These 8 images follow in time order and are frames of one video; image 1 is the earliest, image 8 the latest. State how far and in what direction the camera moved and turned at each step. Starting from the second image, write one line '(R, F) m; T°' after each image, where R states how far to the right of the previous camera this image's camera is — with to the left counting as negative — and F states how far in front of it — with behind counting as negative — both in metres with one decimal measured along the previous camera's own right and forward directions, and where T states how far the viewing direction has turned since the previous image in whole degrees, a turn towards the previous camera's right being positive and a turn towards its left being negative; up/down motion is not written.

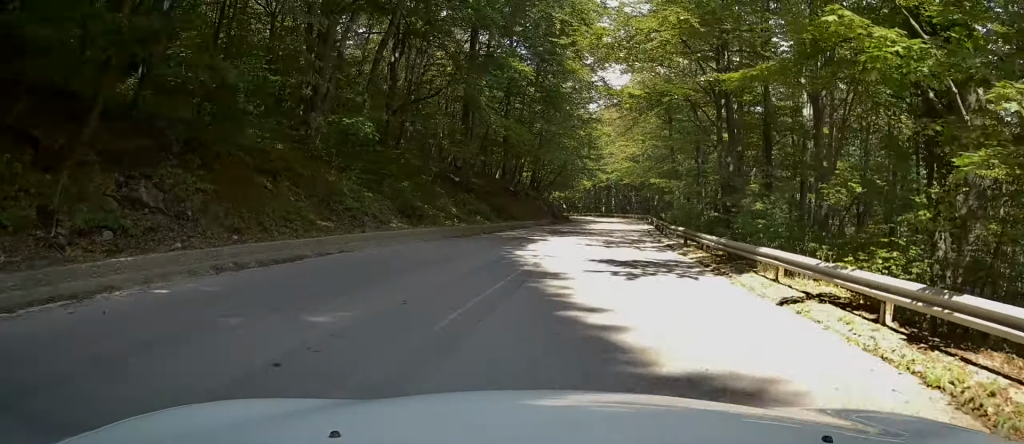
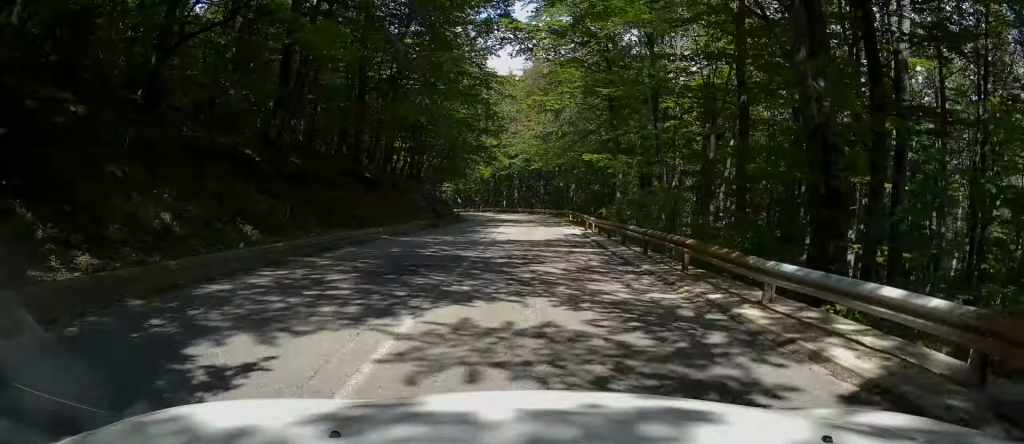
(+3.3, +17.2) m; +12°
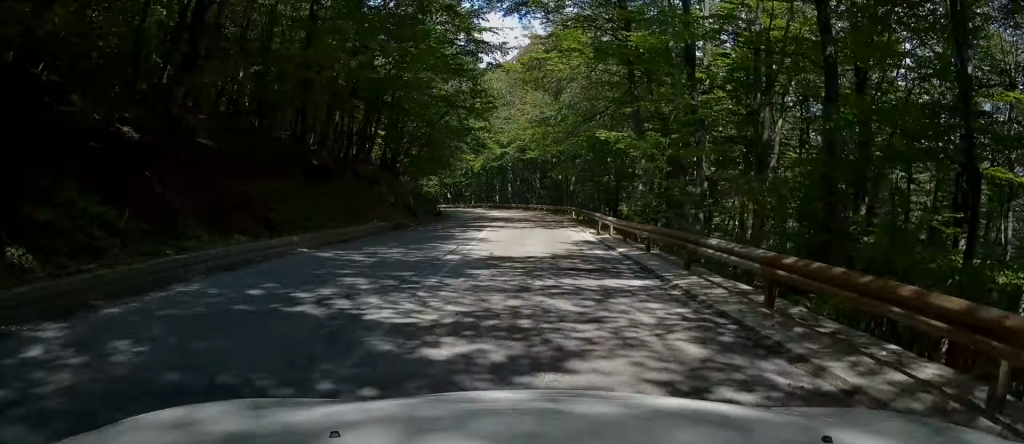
(+0.1, +7.9) m; +1°
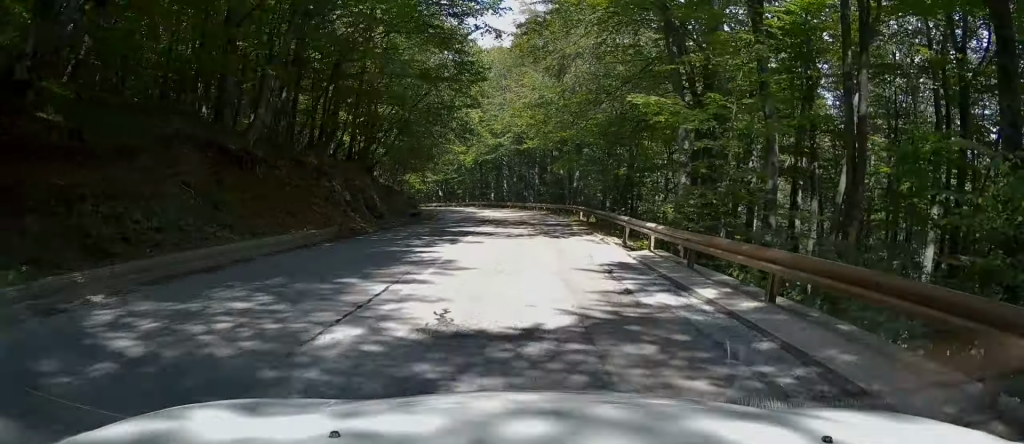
(0.0, +7.3) m; 0°
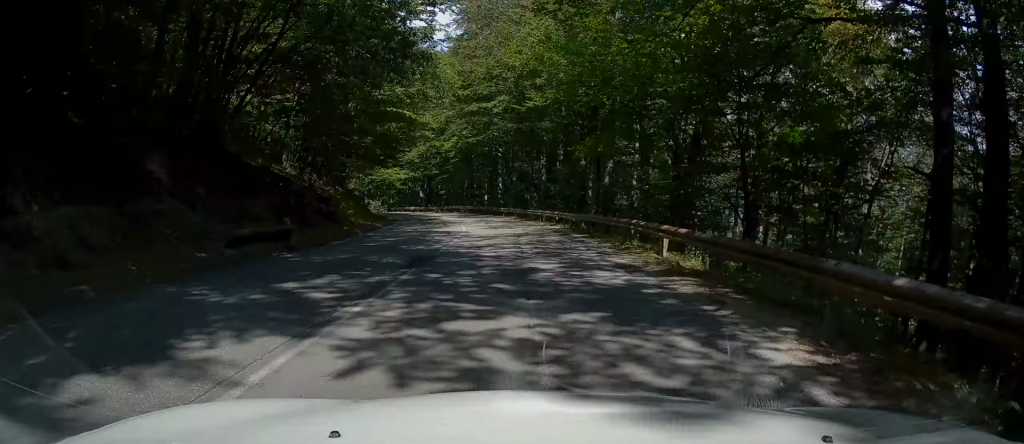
(0.0, +19.5) m; -1°
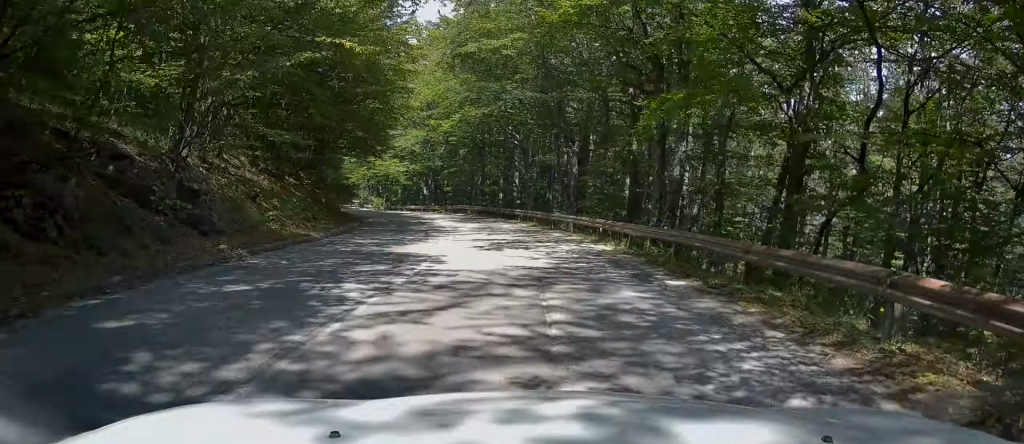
(-0.2, +11.8) m; -2°
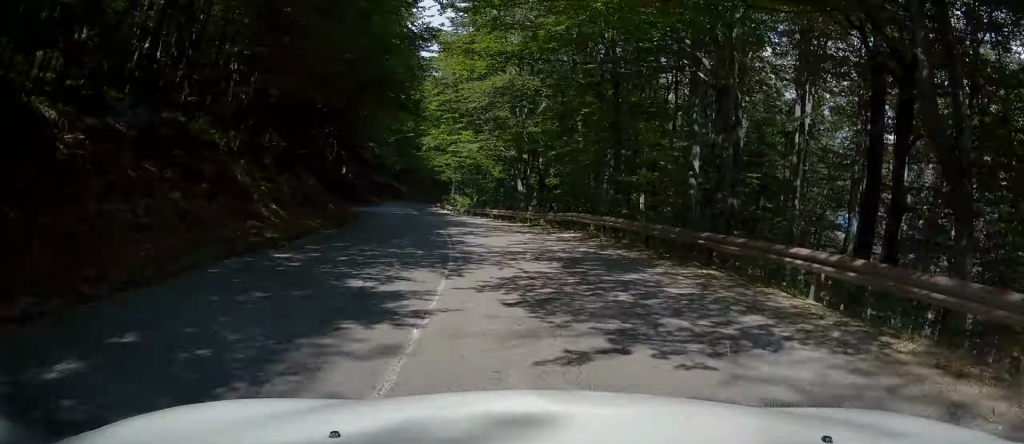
(-1.8, +27.2) m; -9°
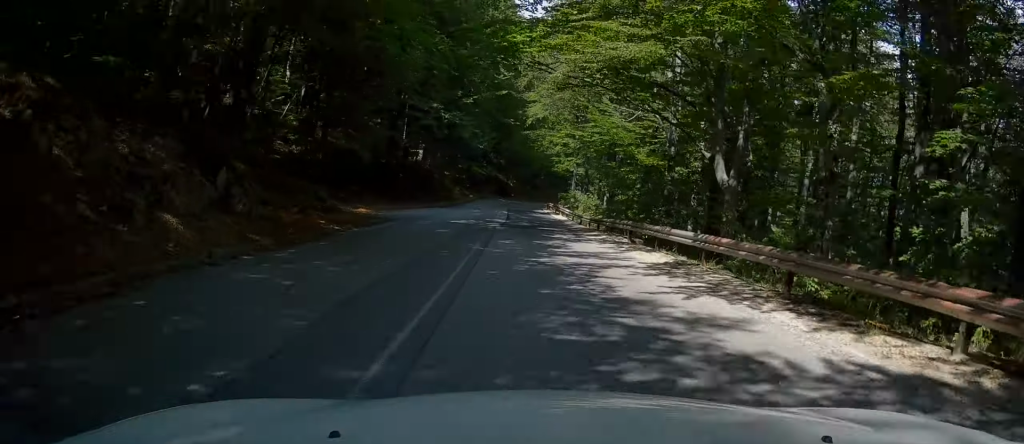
(-2.3, +26.2) m; -7°
